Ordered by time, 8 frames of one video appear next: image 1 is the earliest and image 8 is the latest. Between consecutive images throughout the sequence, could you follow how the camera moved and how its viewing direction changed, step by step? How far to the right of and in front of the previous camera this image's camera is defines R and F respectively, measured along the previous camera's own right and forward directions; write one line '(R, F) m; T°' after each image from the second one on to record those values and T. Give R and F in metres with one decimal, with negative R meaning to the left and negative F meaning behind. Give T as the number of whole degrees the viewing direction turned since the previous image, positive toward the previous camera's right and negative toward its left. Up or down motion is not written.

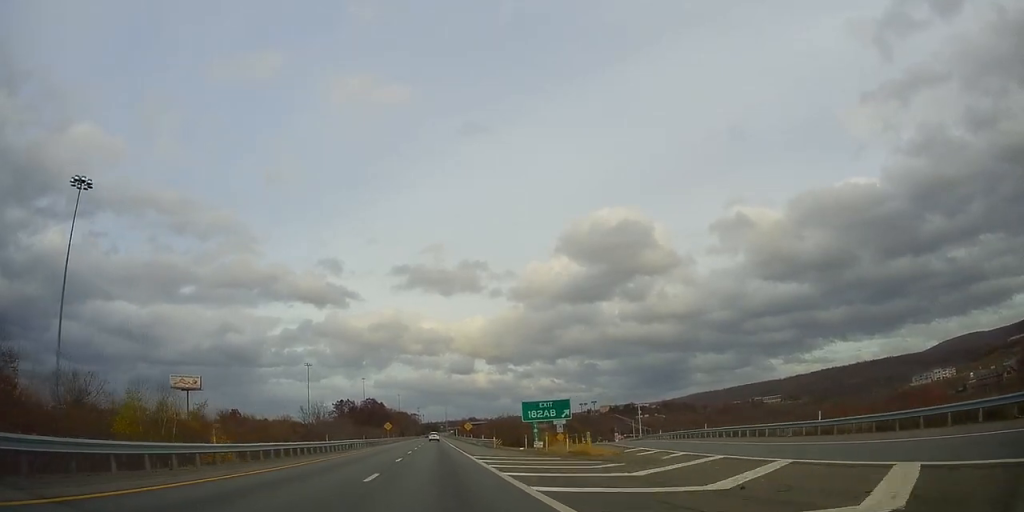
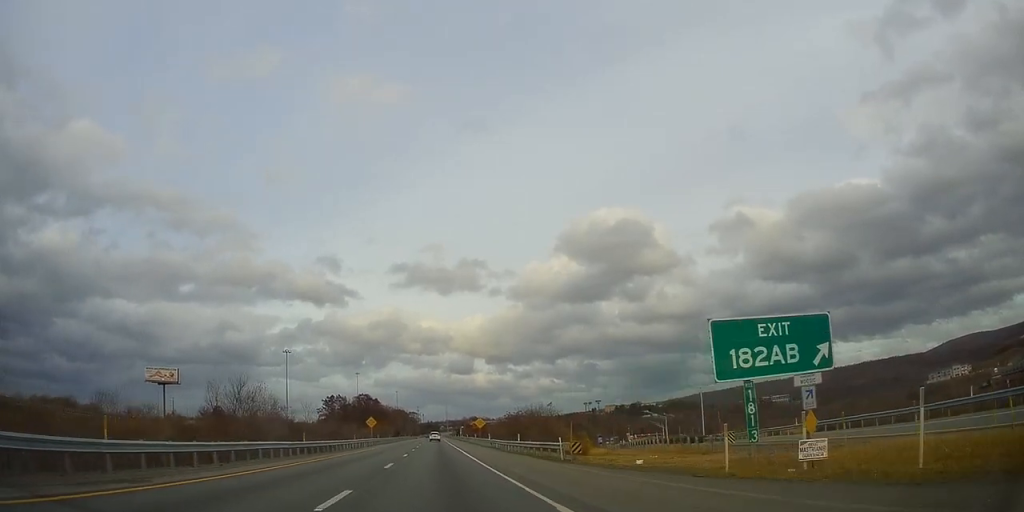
(-0.2, +30.7) m; 0°
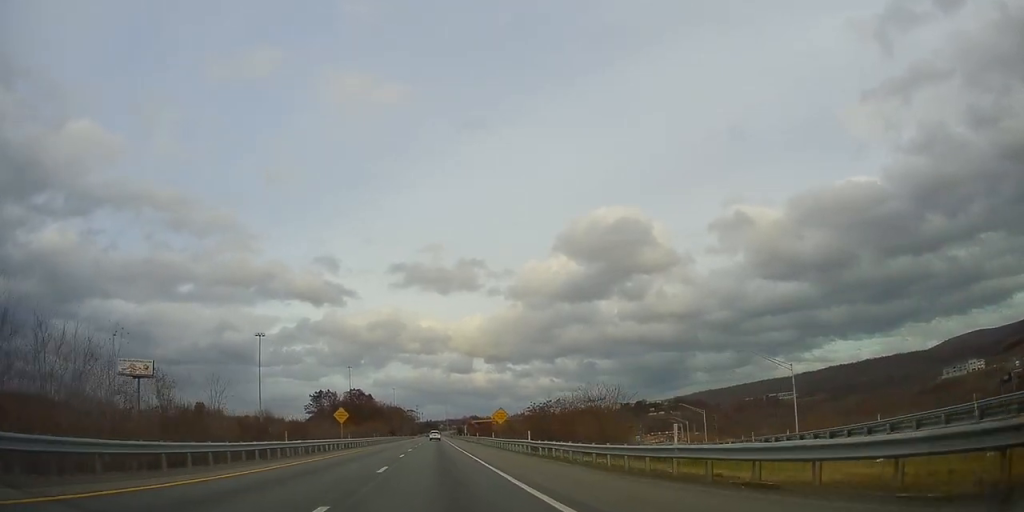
(+0.1, +27.4) m; 0°
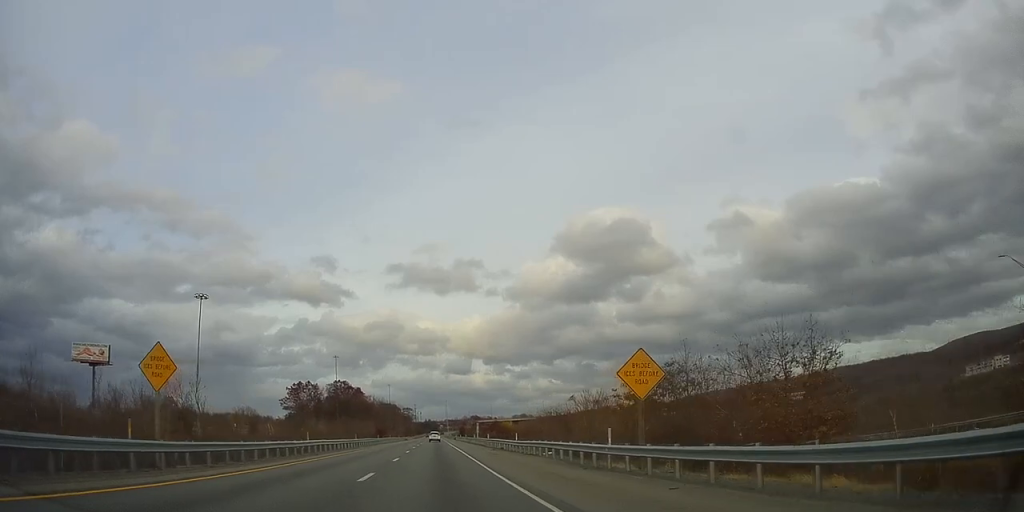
(-0.2, +40.4) m; 0°
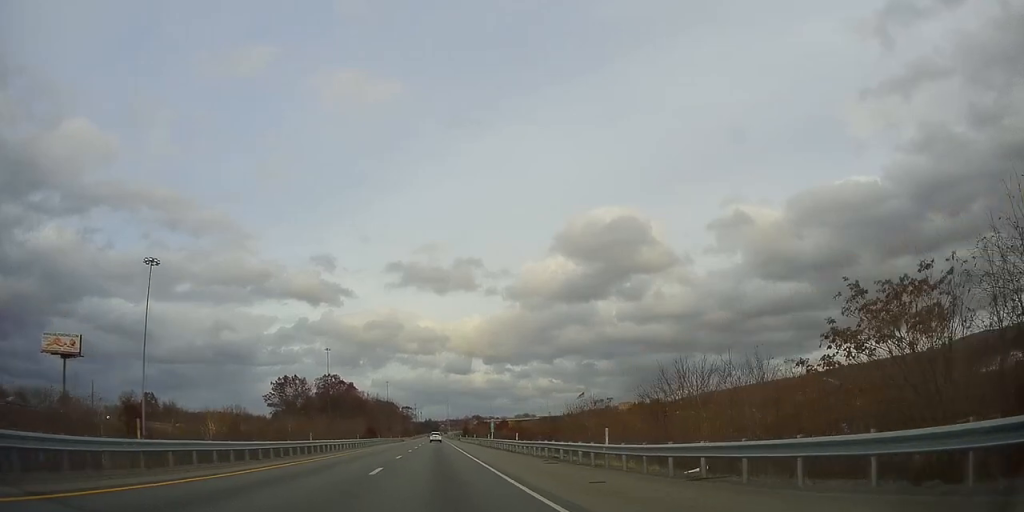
(+0.2, +22.4) m; 0°
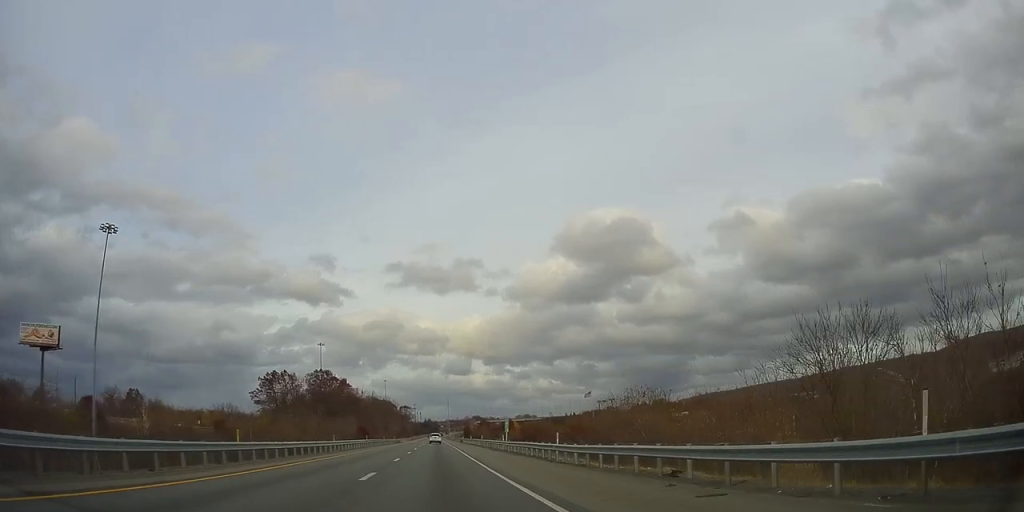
(0.0, +14.4) m; 0°
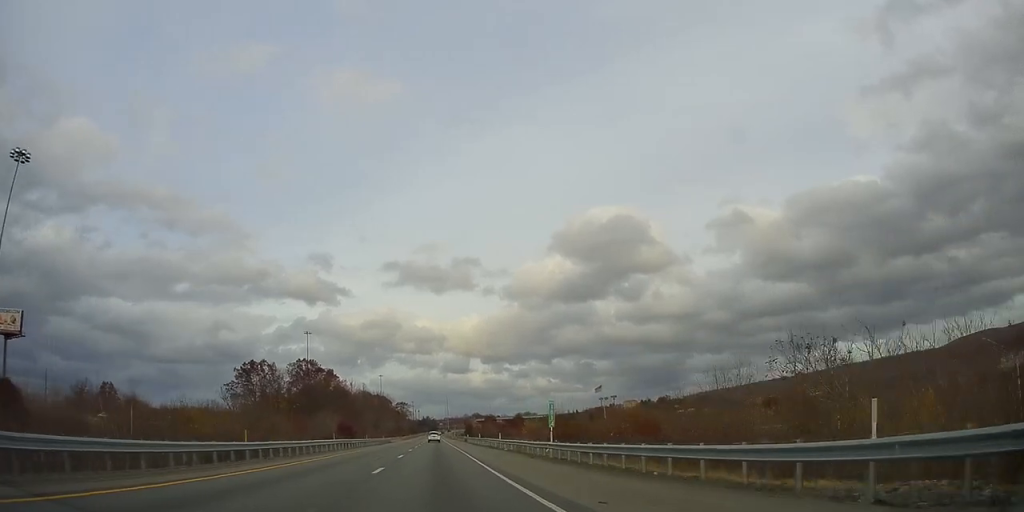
(-0.2, +21.9) m; 0°
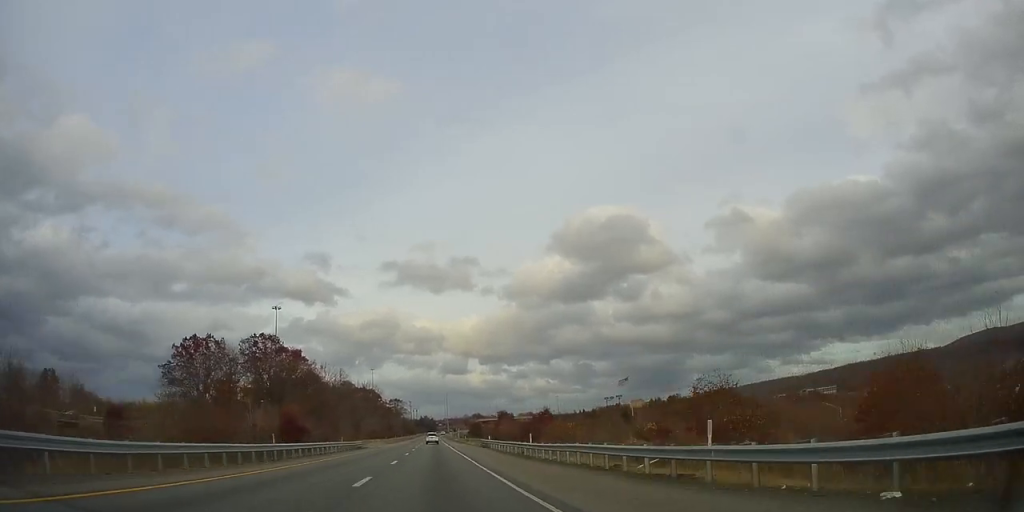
(+0.4, +40.9) m; 0°
